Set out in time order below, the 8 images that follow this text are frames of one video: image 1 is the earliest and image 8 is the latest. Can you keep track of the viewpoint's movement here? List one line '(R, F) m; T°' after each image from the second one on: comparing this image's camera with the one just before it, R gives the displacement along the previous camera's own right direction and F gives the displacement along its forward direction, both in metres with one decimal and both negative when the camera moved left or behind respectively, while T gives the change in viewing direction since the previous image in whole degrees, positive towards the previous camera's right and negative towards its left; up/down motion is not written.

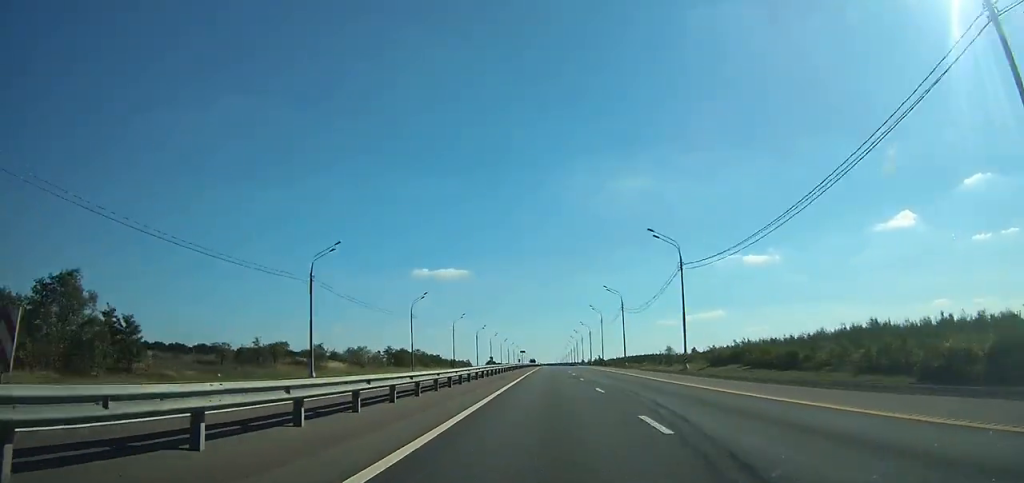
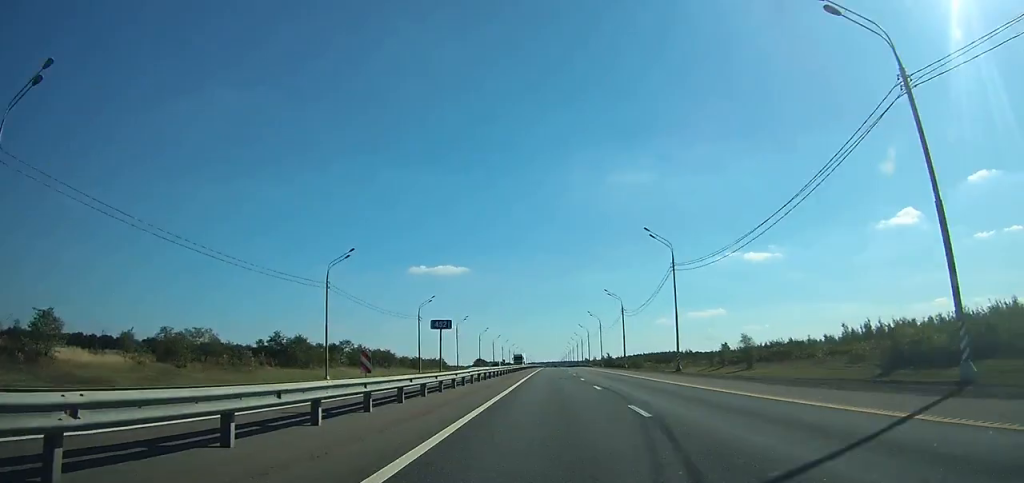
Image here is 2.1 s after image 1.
(-0.1, +70.2) m; 0°
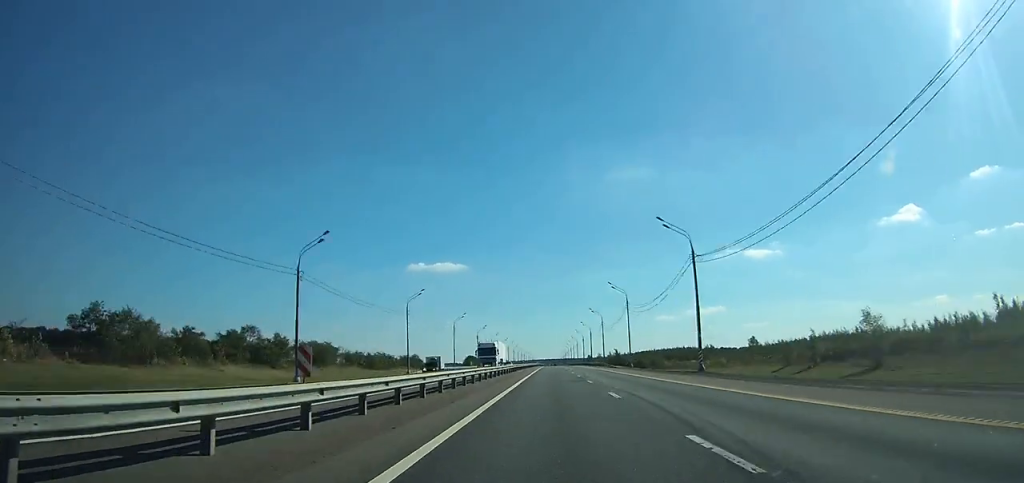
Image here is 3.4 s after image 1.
(0.0, +42.7) m; 0°
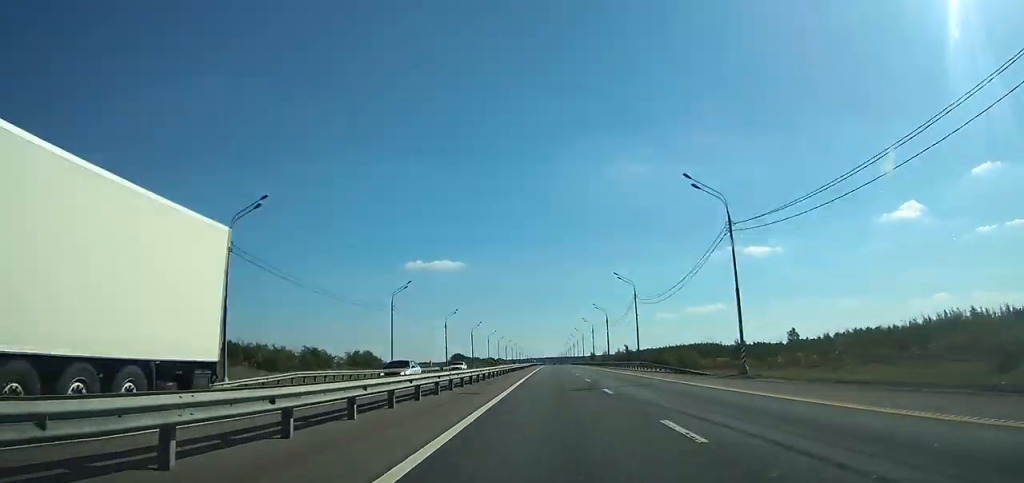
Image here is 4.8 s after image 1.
(+0.1, +45.9) m; 0°
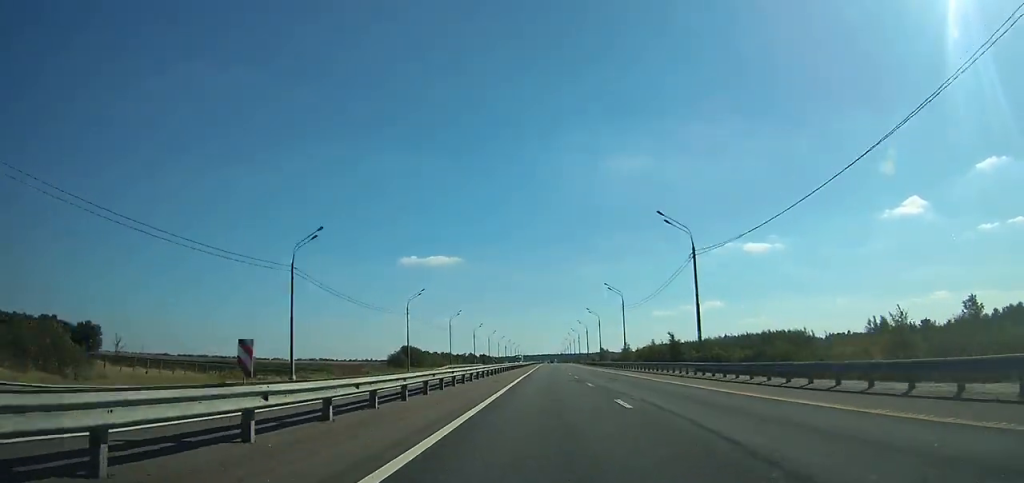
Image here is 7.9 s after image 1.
(-0.2, +99.3) m; 0°
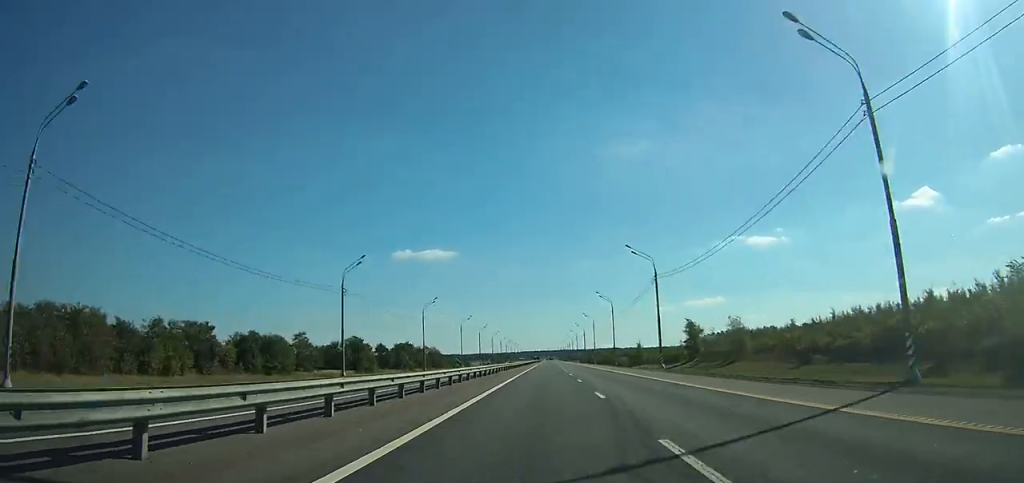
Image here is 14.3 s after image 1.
(+1.3, +211.1) m; 0°
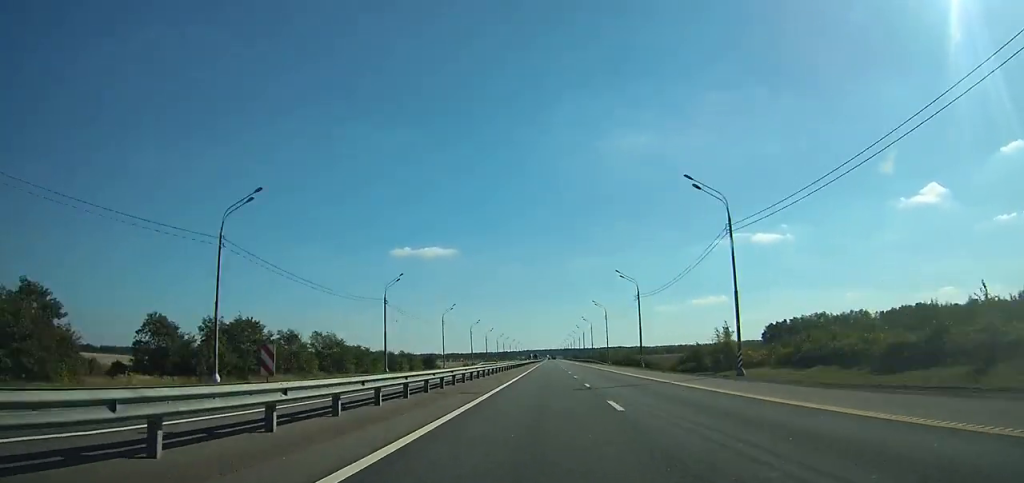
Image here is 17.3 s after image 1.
(-0.1, +100.7) m; 0°
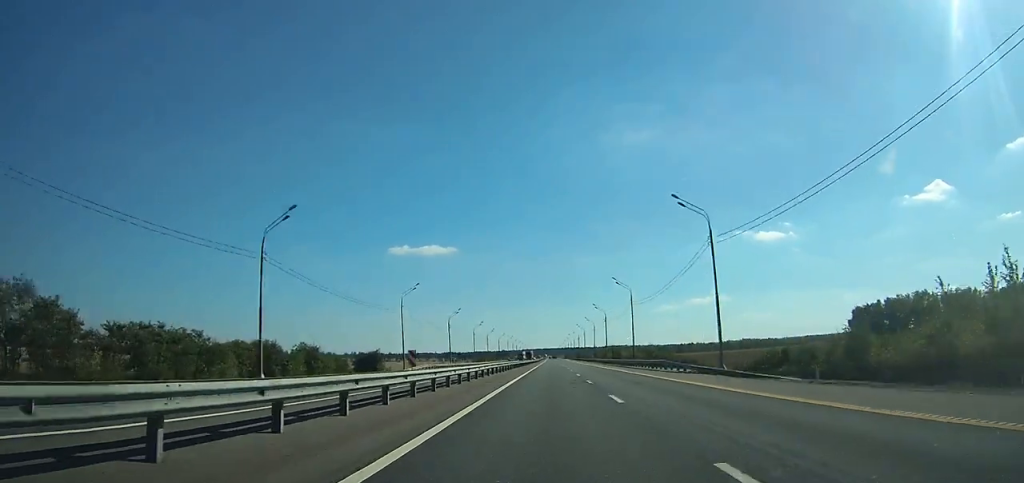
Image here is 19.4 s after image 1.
(-0.2, +68.8) m; 0°
